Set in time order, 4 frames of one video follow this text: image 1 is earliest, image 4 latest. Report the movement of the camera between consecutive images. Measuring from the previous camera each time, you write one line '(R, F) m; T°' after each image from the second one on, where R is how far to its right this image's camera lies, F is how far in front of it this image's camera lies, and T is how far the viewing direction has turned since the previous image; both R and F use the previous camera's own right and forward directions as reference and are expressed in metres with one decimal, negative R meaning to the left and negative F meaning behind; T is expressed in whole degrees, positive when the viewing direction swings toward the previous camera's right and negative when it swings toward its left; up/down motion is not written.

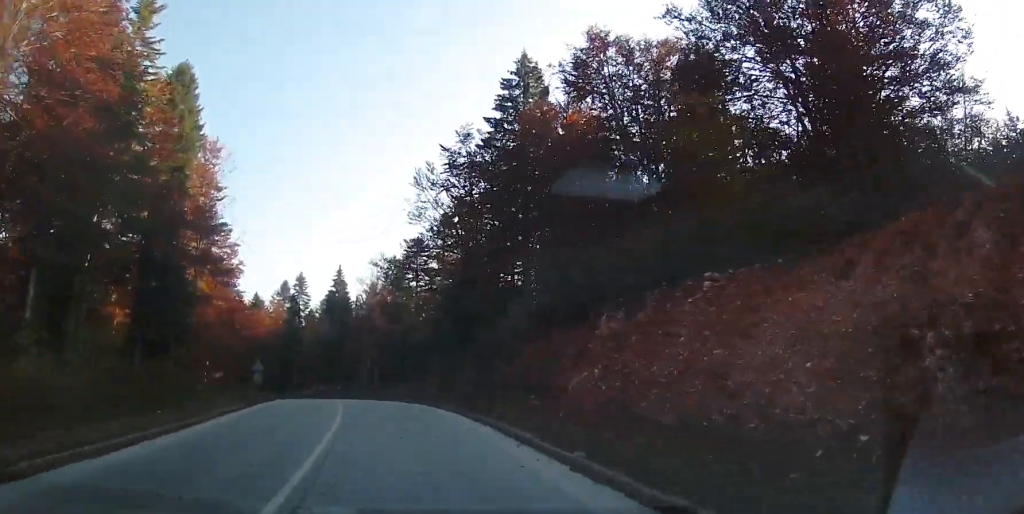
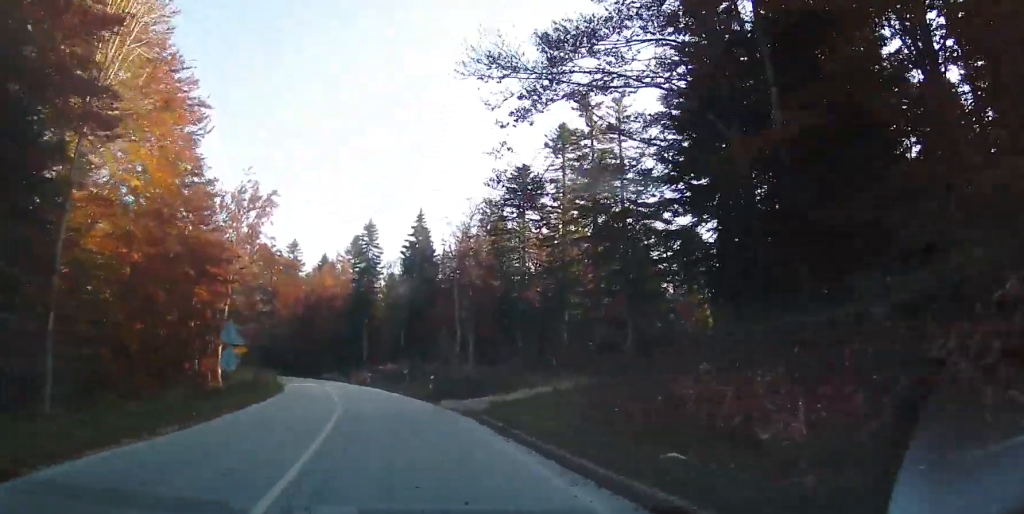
(-2.3, +26.4) m; -7°
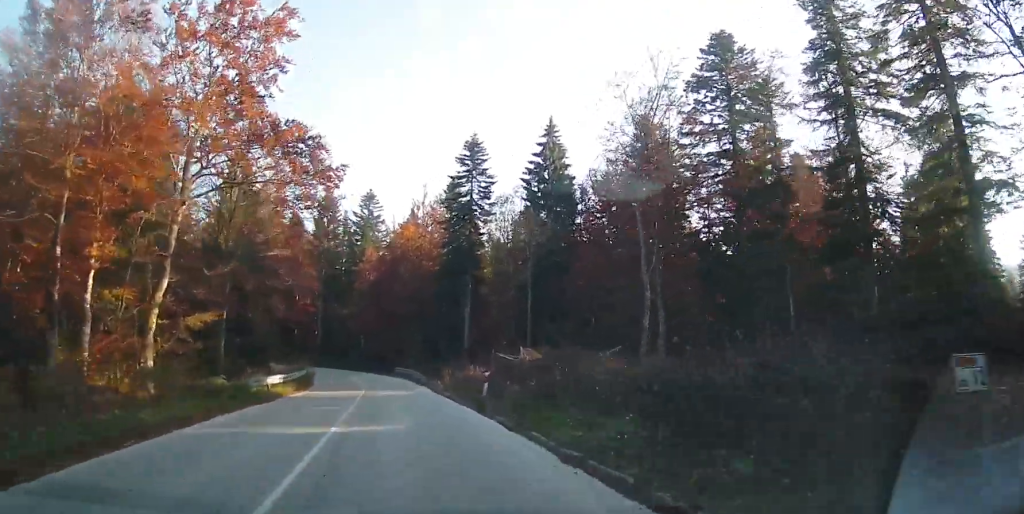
(-2.1, +32.2) m; -8°
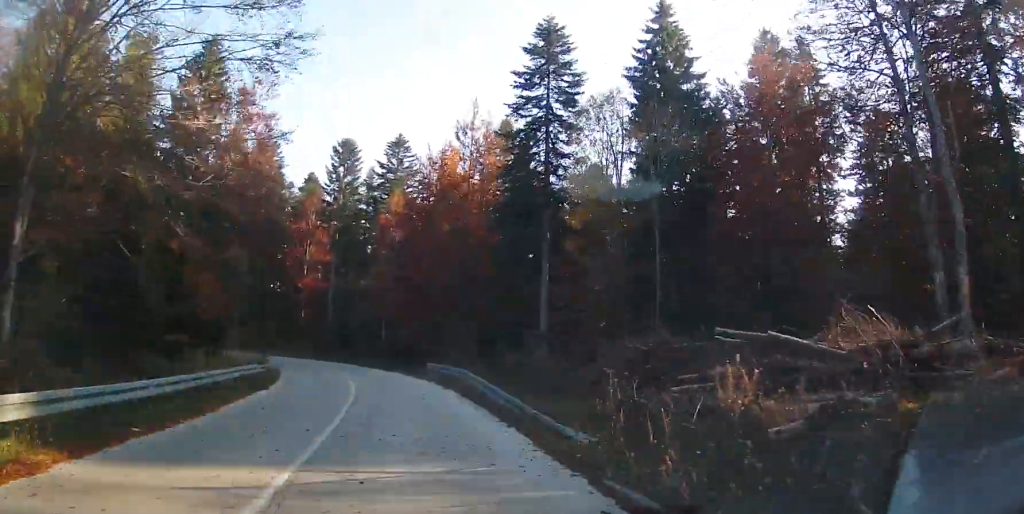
(-0.9, +21.3) m; -5°
